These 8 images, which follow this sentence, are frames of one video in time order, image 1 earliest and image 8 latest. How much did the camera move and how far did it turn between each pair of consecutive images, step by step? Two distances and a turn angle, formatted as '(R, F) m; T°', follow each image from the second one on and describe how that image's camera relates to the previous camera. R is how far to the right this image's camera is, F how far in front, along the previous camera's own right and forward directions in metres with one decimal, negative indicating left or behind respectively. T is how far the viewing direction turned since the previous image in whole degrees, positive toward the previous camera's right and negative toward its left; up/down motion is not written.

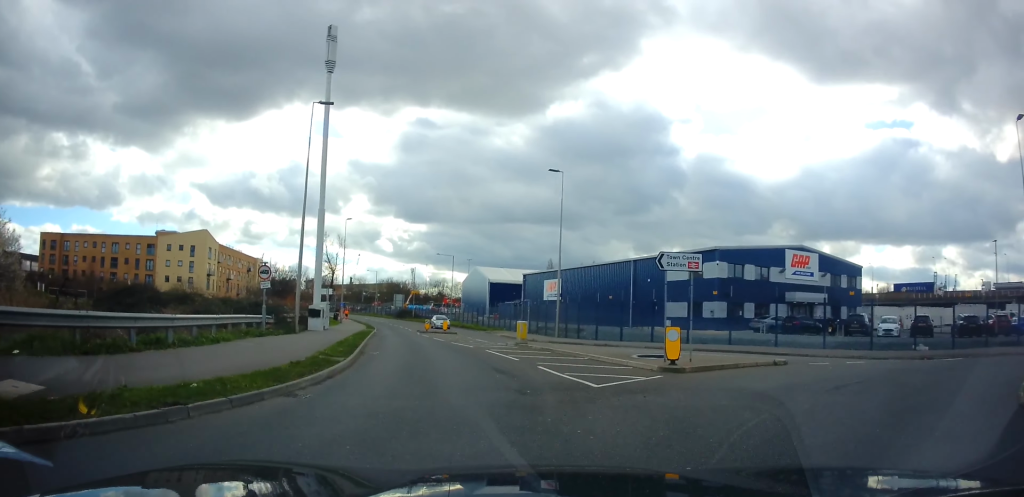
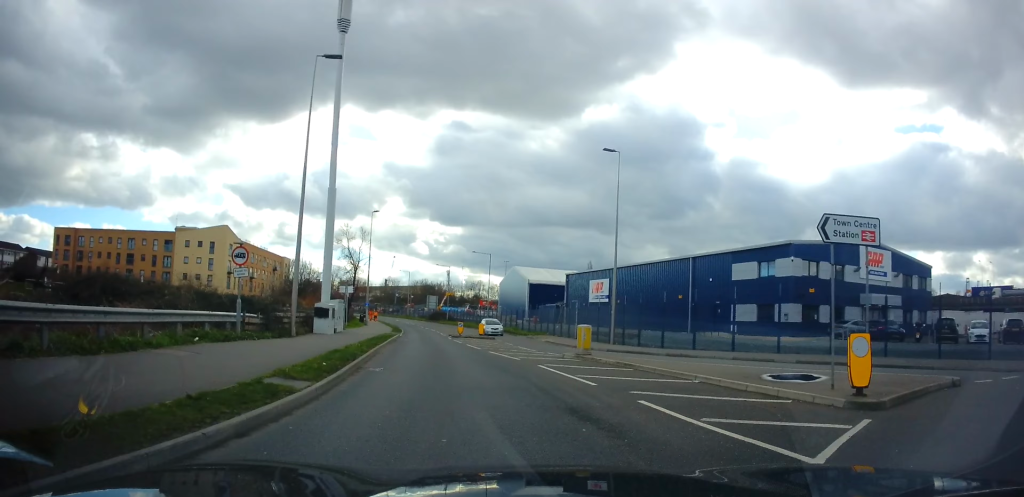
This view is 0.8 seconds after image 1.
(+0.7, +5.3) m; +4°
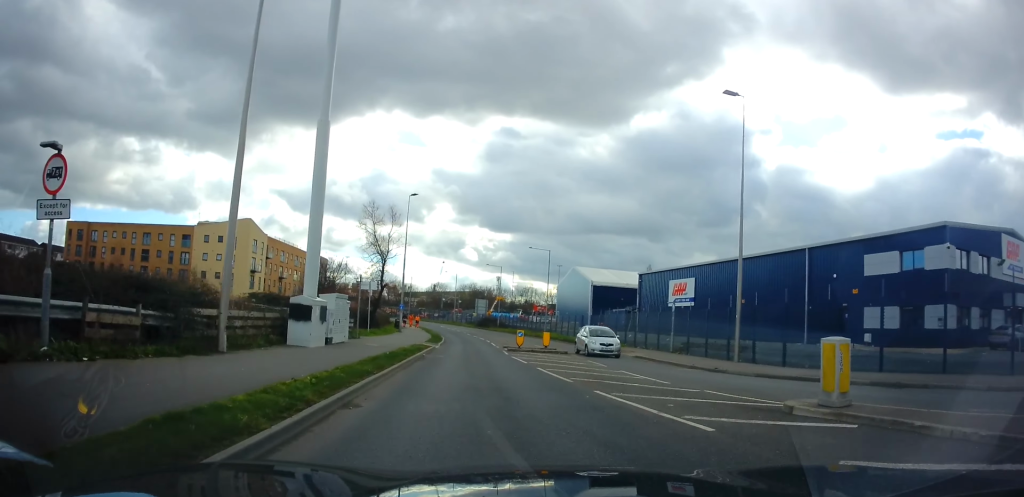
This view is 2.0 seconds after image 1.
(-0.1, +9.4) m; 0°
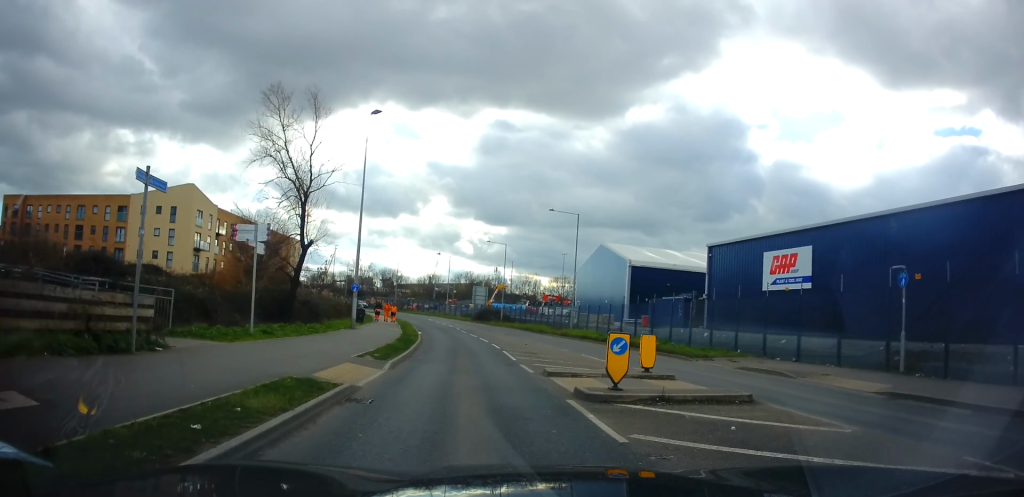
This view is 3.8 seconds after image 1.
(-0.1, +18.6) m; -2°
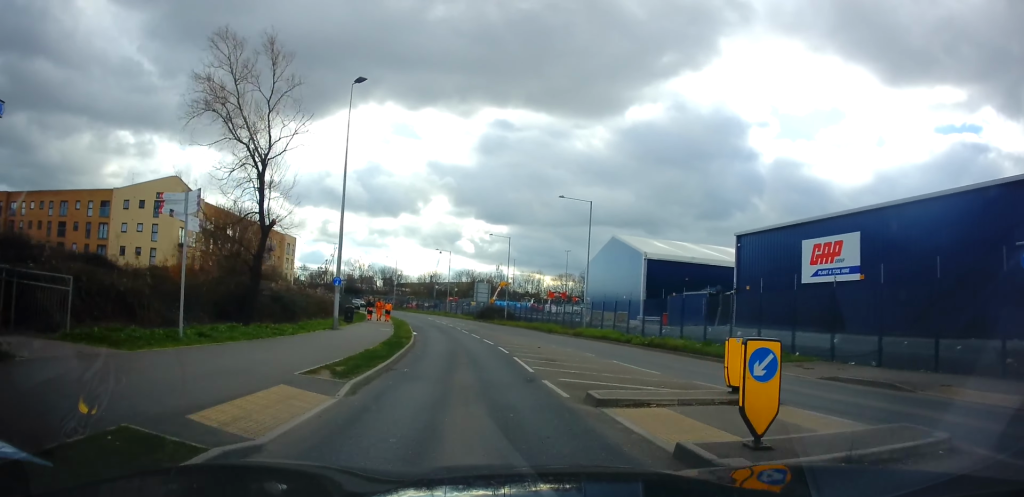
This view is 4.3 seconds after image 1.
(0.0, +4.7) m; 0°
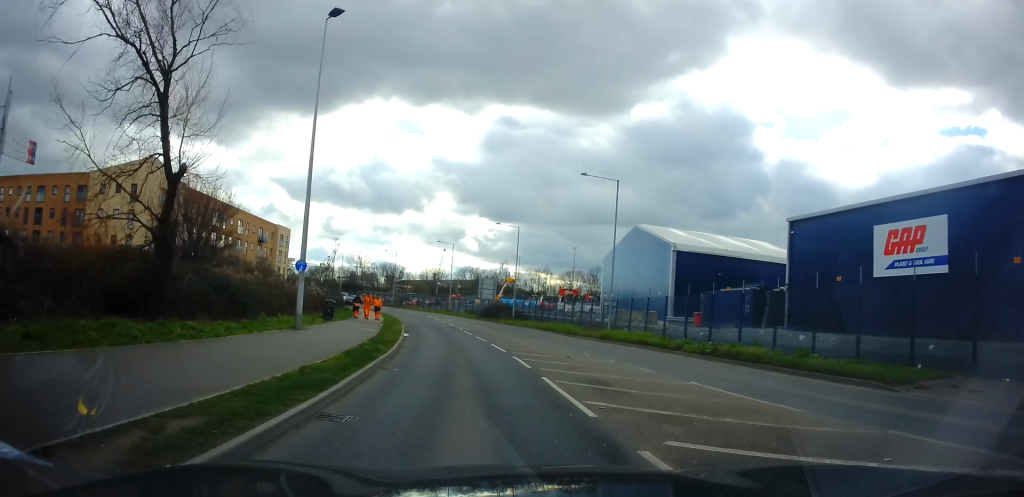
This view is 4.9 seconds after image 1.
(-0.1, +6.6) m; +1°
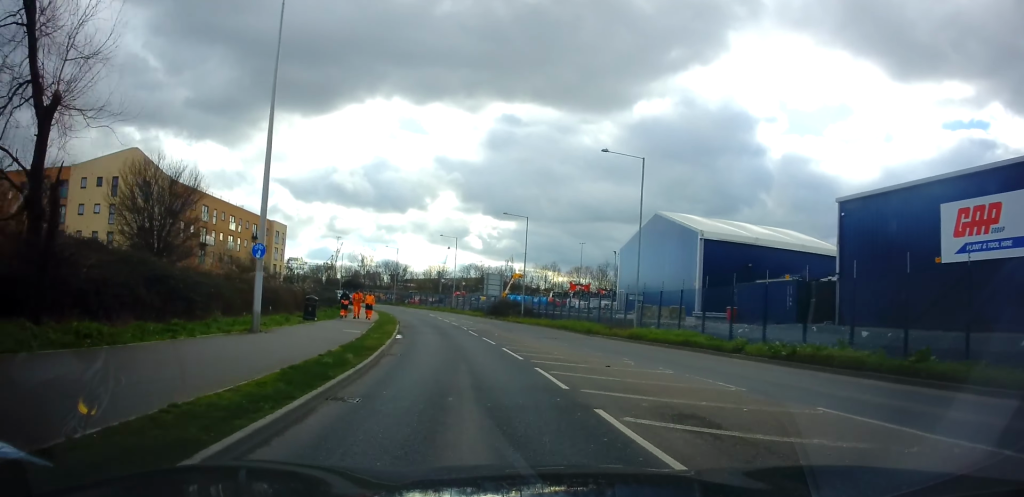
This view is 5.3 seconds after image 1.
(+0.1, +4.8) m; -1°
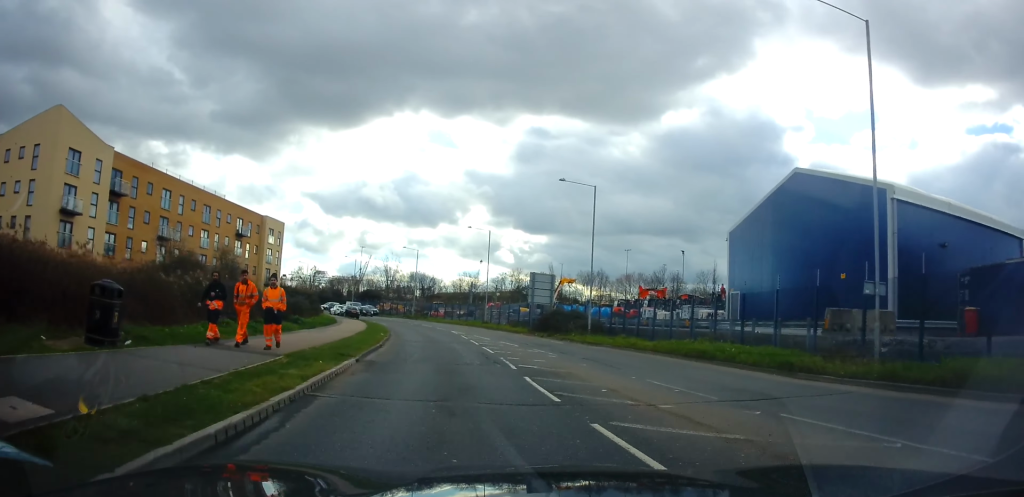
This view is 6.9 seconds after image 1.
(-0.6, +18.2) m; -5°
